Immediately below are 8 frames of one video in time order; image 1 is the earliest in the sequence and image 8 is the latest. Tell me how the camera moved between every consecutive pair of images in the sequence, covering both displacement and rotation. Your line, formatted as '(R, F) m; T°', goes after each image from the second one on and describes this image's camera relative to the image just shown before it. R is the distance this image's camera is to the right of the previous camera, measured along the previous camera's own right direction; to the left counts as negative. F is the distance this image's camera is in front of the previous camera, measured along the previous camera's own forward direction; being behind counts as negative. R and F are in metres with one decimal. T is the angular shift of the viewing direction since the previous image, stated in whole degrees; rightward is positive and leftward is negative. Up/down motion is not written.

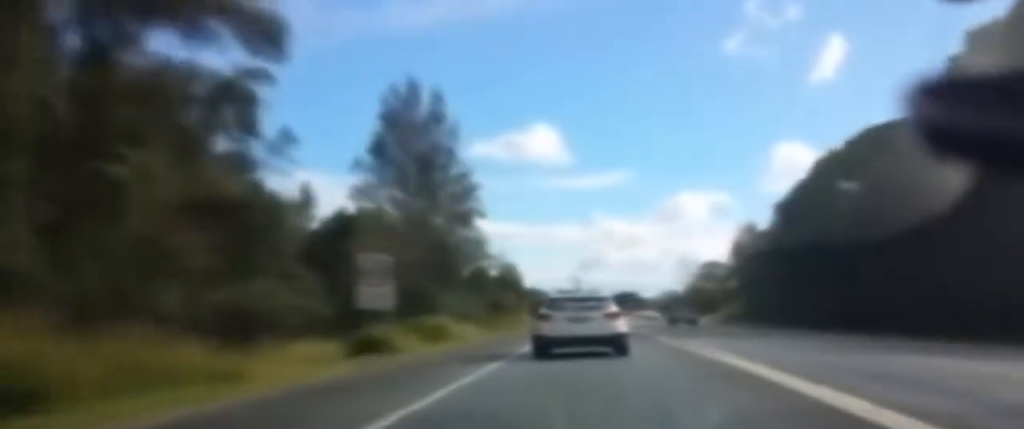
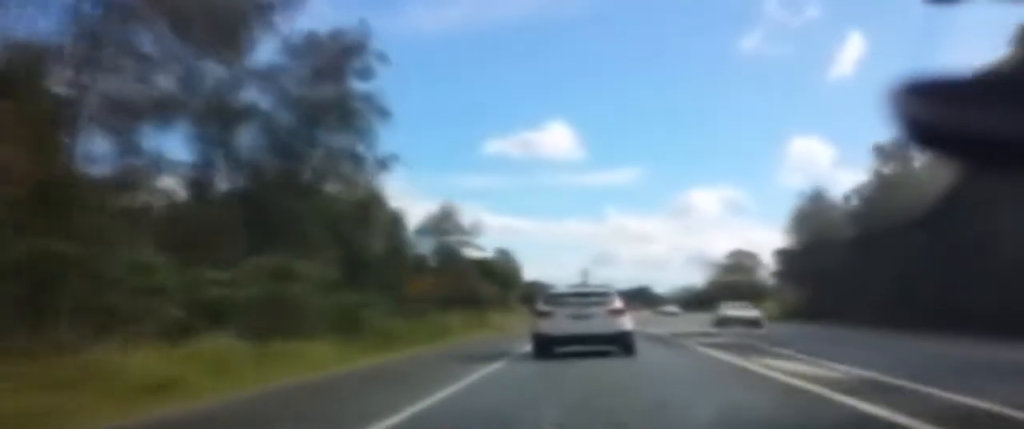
(+0.8, +34.5) m; +1°
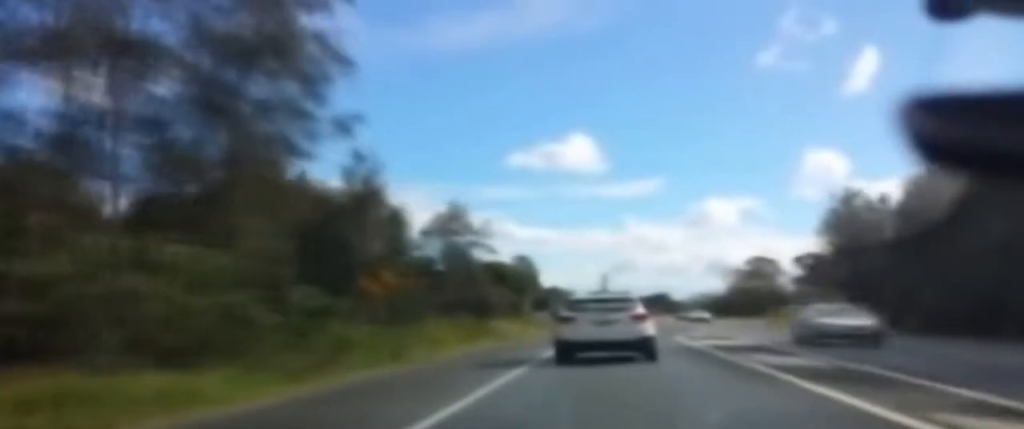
(+0.1, +8.8) m; -1°
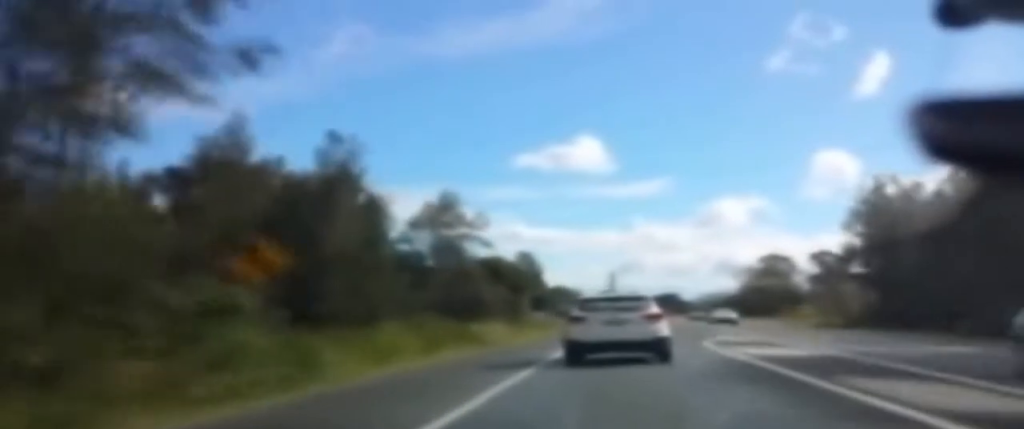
(-0.1, +7.4) m; -1°
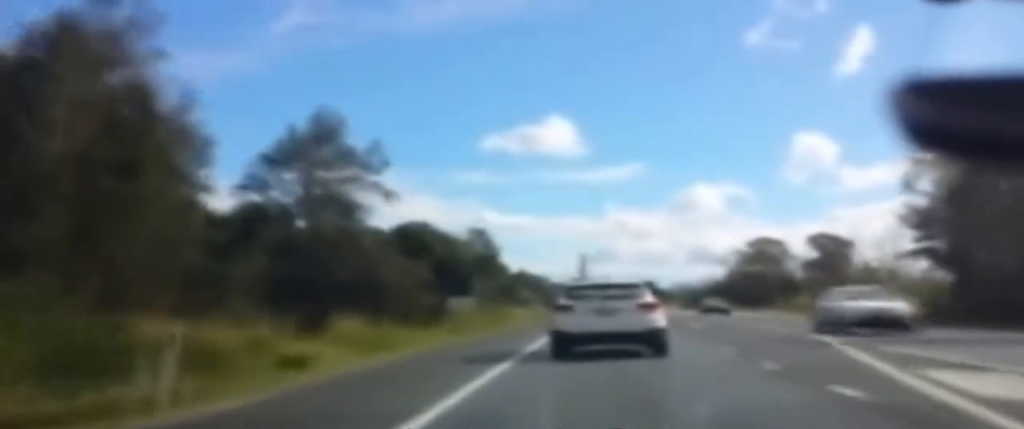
(-0.4, +23.7) m; -2°
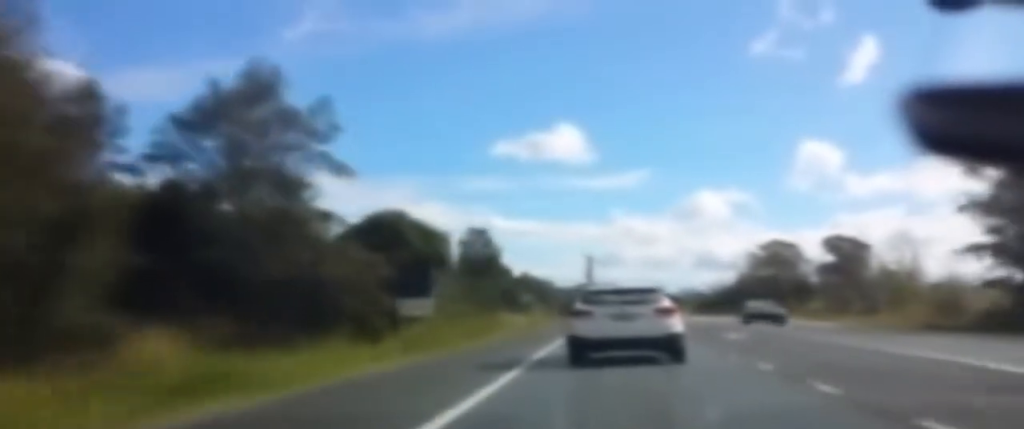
(-0.2, +11.0) m; -1°
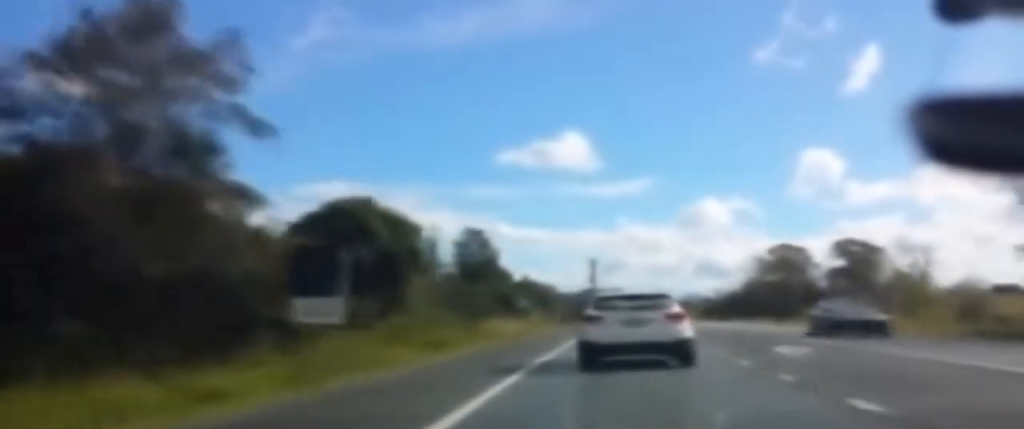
(-0.1, +9.7) m; 0°
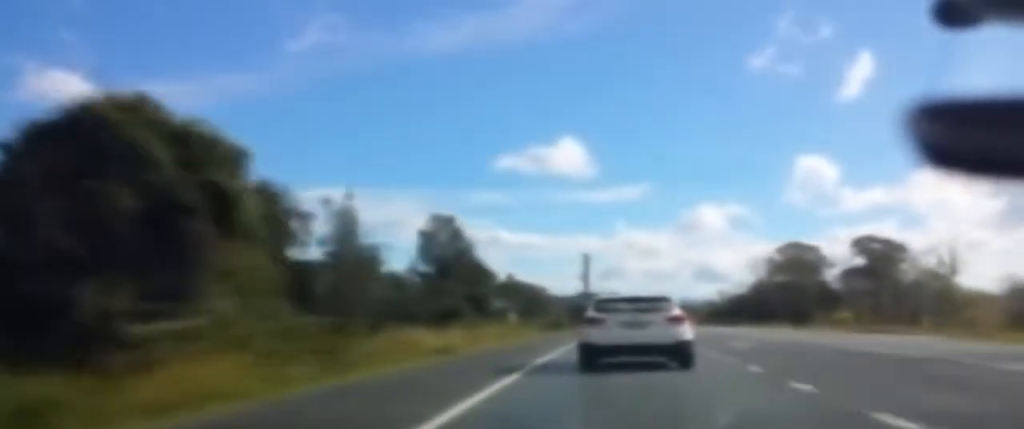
(+0.2, +21.3) m; +2°
